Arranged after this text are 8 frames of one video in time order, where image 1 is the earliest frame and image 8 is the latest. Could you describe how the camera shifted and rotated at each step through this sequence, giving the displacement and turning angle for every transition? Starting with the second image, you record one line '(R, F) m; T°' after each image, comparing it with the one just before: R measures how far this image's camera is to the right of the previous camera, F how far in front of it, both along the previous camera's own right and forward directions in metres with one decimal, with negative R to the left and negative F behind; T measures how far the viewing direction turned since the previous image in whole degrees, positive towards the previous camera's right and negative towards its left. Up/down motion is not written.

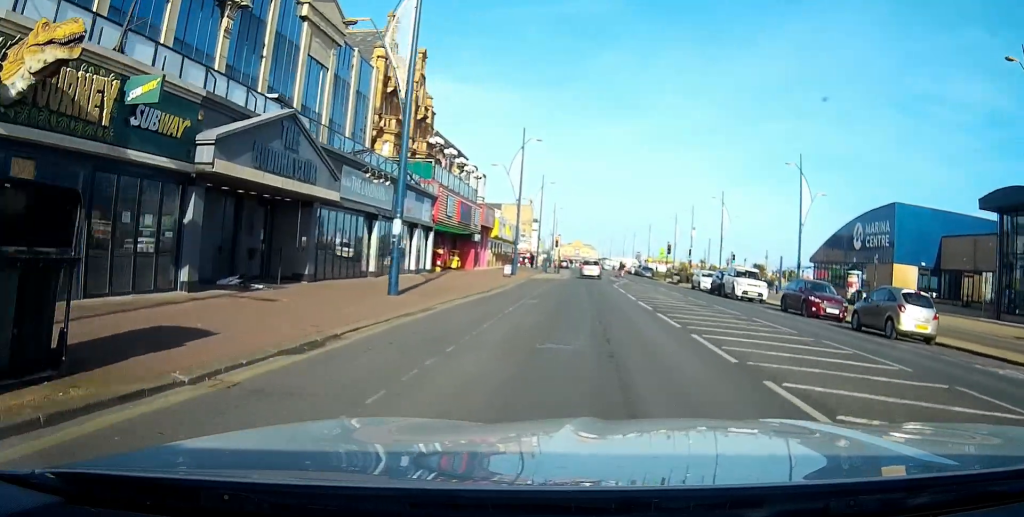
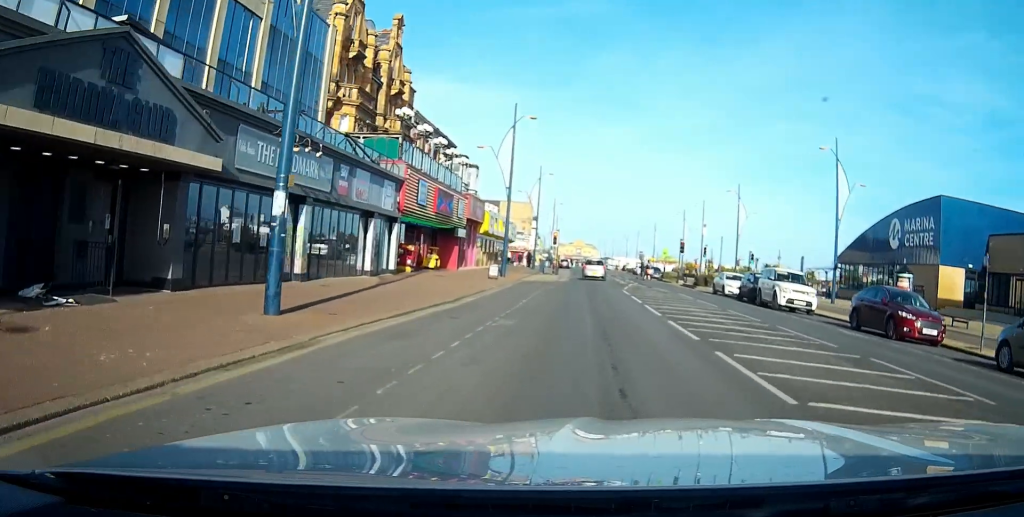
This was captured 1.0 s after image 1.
(-0.1, +8.7) m; -1°
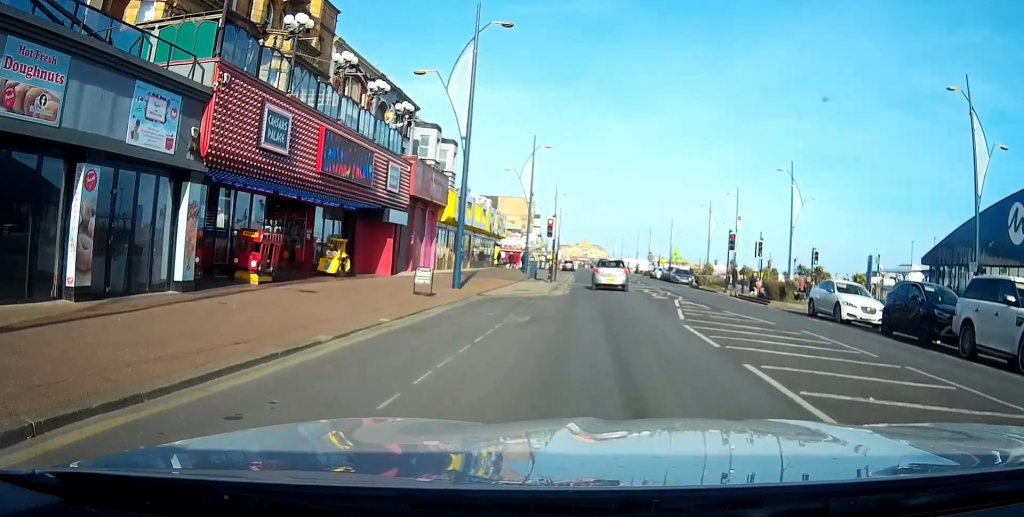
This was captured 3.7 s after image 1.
(-0.2, +19.9) m; -1°
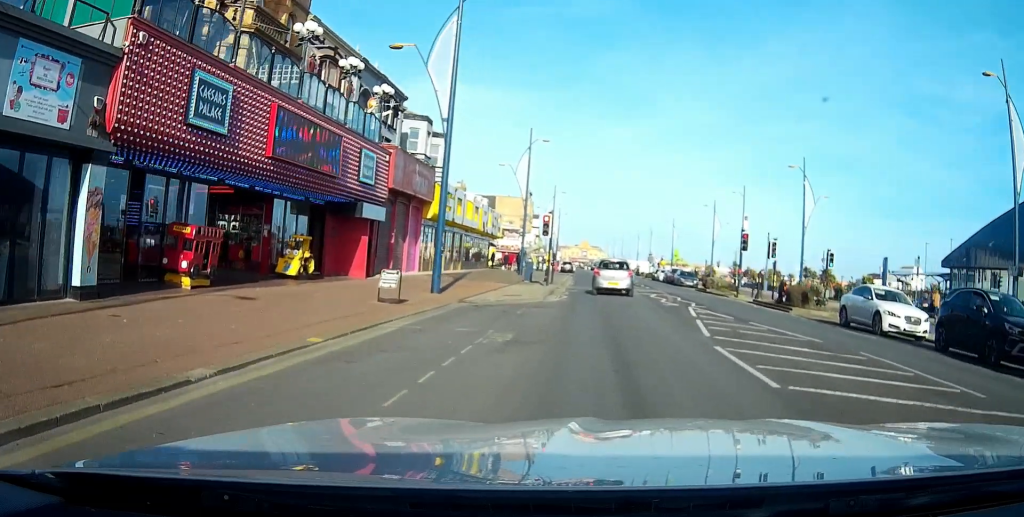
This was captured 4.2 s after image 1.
(0.0, +3.8) m; +1°
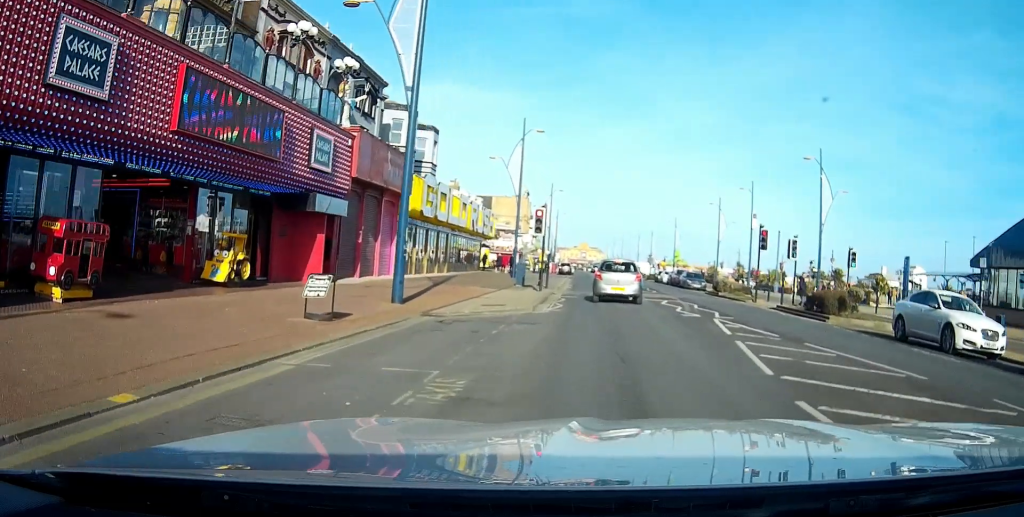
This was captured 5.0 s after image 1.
(+0.1, +4.7) m; 0°
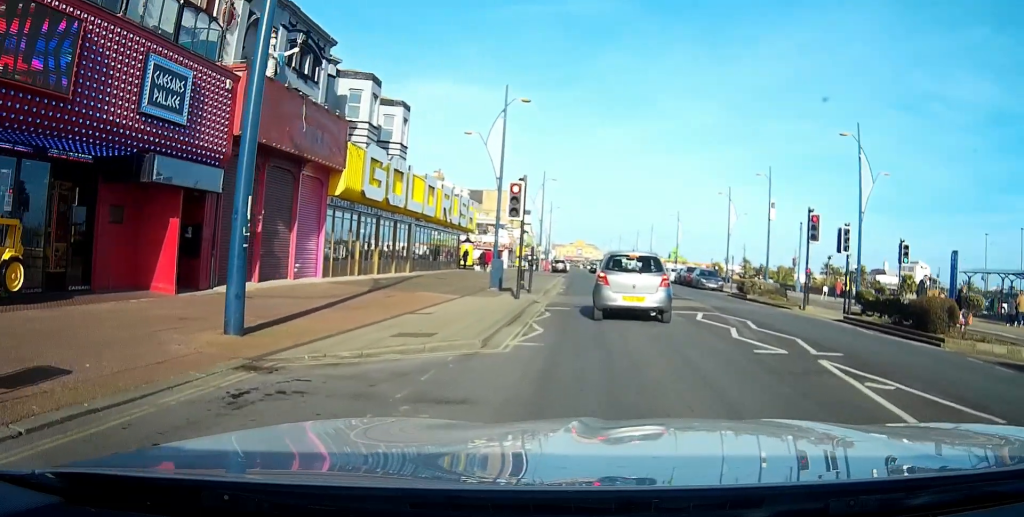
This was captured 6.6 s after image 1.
(0.0, +8.4) m; +1°
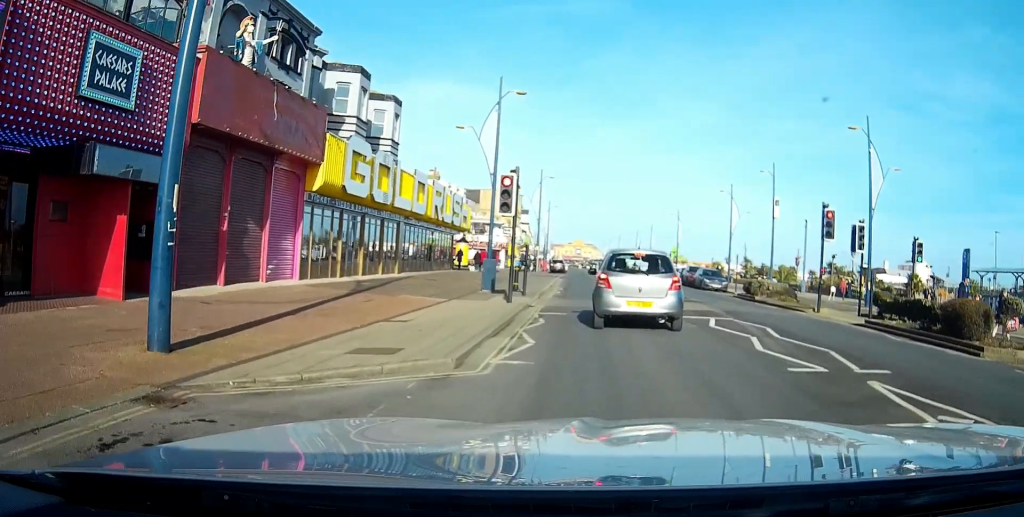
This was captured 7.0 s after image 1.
(0.0, +1.8) m; +1°
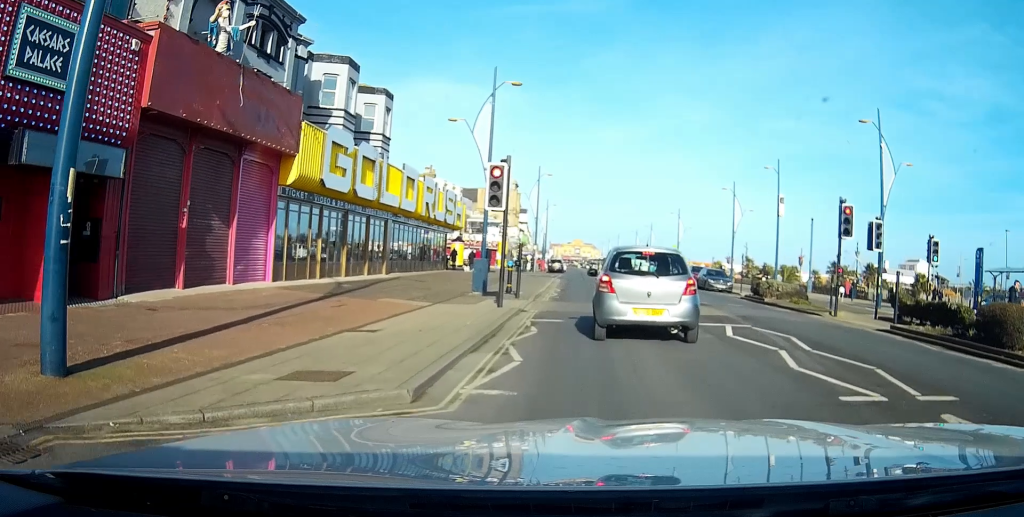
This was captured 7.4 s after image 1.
(0.0, +1.8) m; 0°
